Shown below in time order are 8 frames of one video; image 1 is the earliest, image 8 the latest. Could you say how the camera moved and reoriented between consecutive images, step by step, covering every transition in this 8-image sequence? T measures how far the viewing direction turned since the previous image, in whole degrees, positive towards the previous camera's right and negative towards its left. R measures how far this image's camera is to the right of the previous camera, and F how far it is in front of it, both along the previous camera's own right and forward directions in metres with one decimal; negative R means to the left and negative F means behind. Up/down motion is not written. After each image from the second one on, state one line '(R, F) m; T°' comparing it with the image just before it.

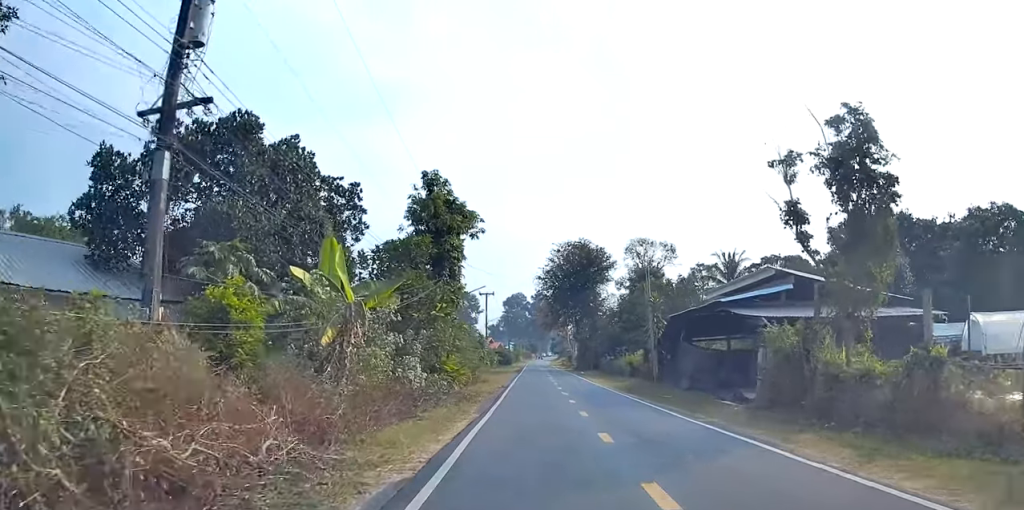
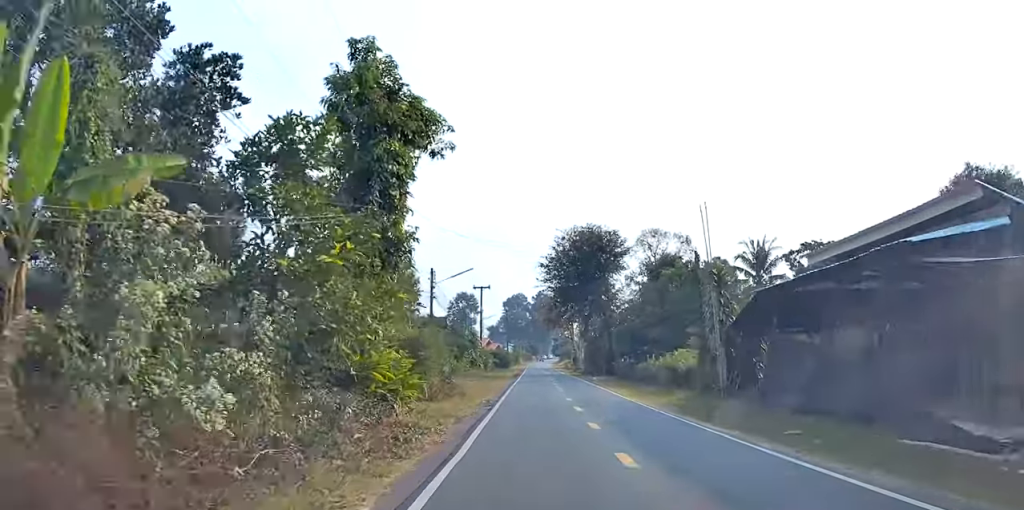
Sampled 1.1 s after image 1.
(0.0, +10.2) m; -1°
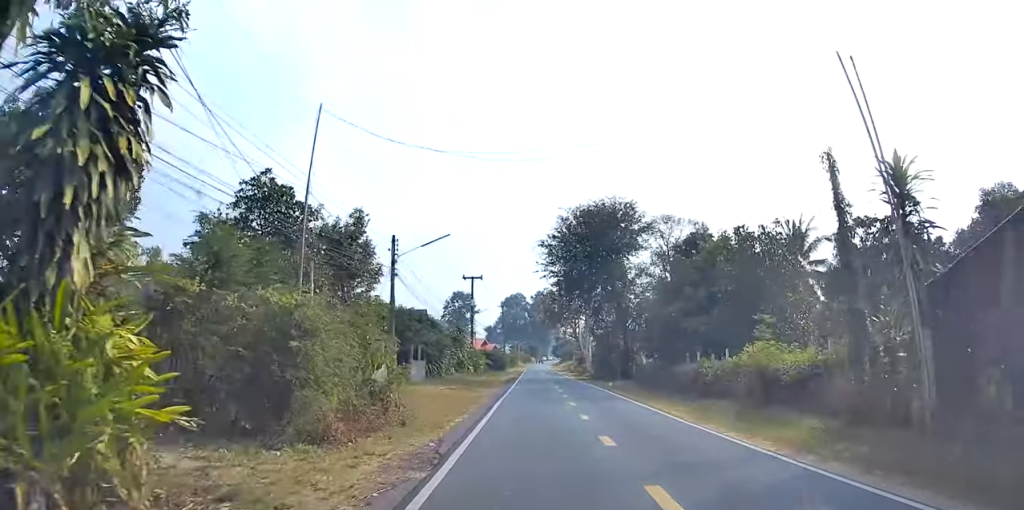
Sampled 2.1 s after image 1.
(-0.1, +10.3) m; 0°
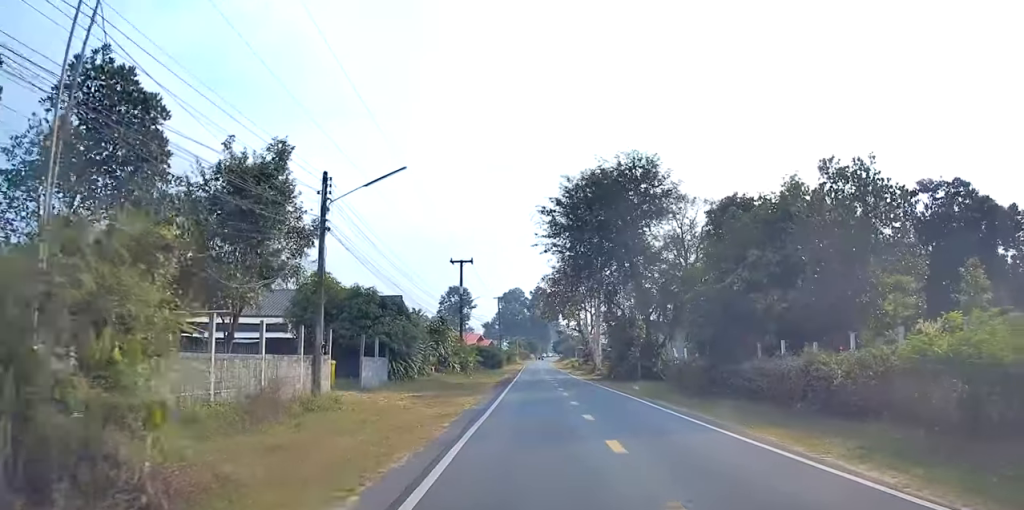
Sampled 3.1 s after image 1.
(+0.1, +8.9) m; +1°
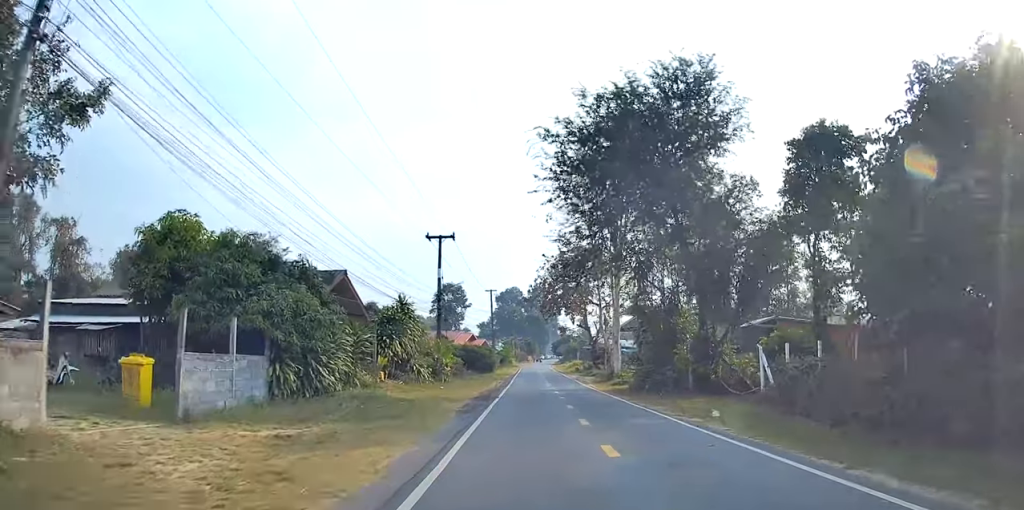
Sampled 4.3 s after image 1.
(+0.2, +11.1) m; +1°
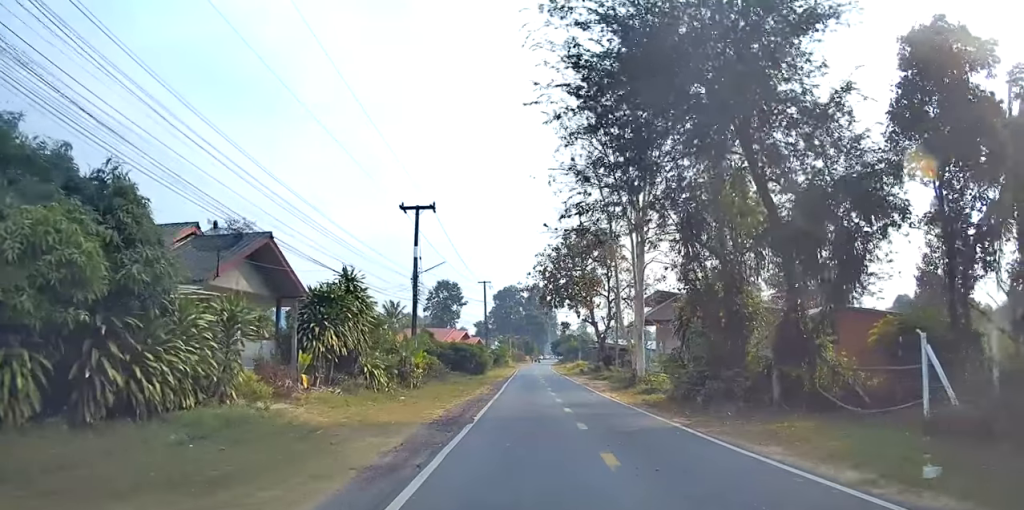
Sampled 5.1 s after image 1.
(0.0, +8.0) m; 0°
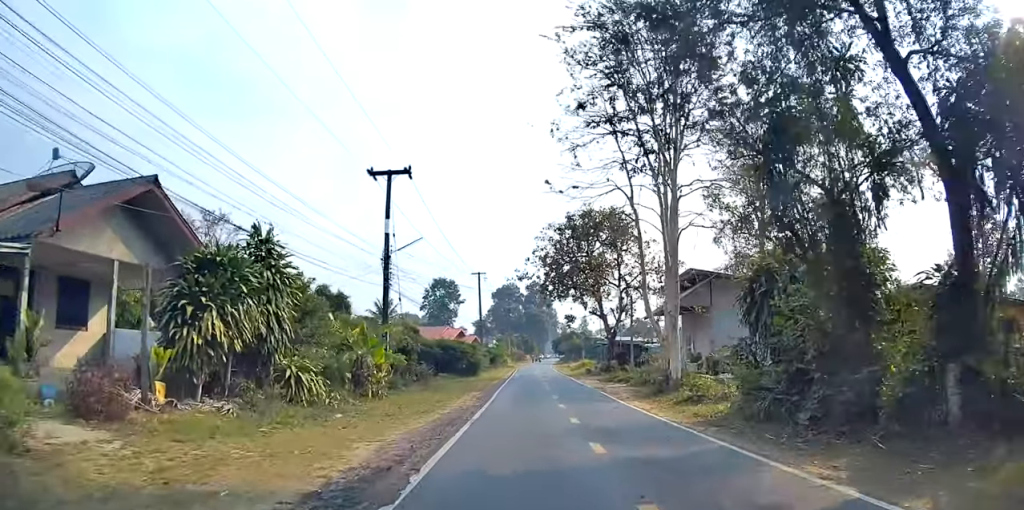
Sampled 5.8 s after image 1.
(0.0, +6.7) m; +1°
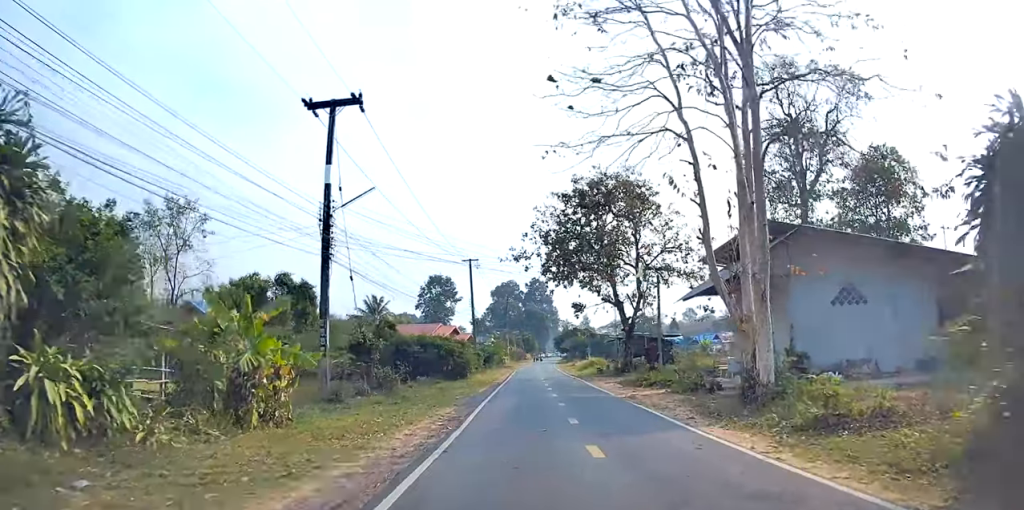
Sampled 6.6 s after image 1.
(+0.1, +8.3) m; +1°
